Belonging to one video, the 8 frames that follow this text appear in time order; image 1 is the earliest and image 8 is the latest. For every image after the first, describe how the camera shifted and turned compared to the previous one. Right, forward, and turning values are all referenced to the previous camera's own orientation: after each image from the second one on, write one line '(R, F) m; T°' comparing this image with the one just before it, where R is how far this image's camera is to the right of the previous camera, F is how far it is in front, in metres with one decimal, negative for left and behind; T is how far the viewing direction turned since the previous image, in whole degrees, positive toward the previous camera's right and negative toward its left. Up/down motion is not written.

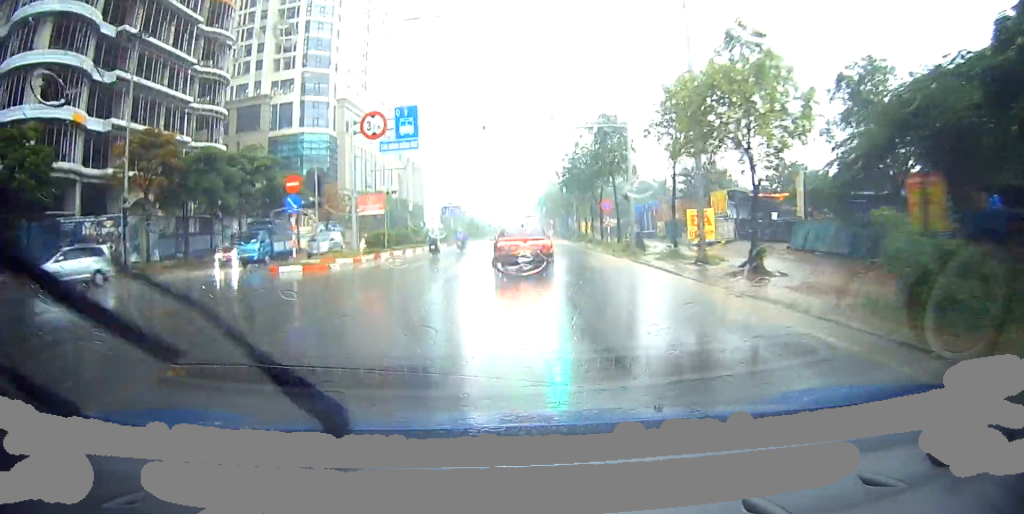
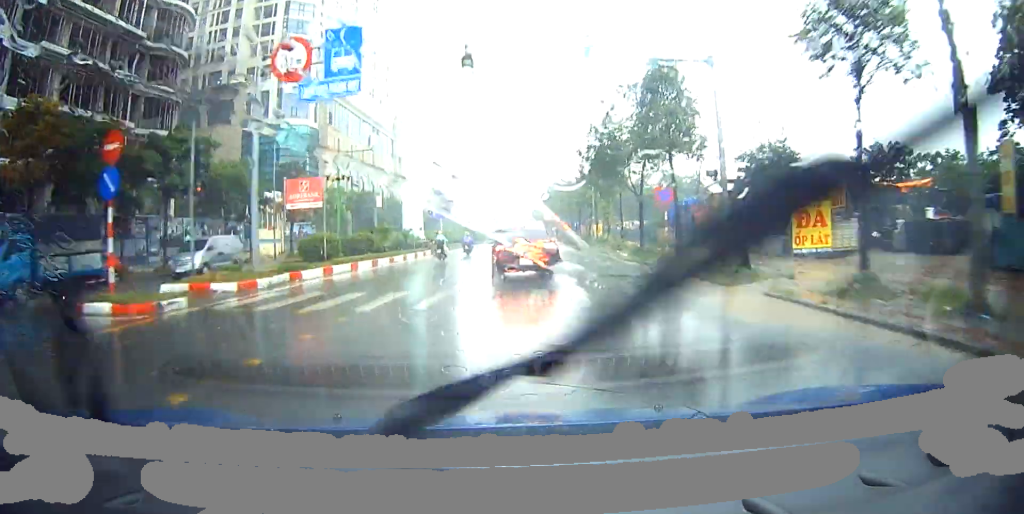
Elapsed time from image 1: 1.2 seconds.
(-0.1, +11.0) m; -4°
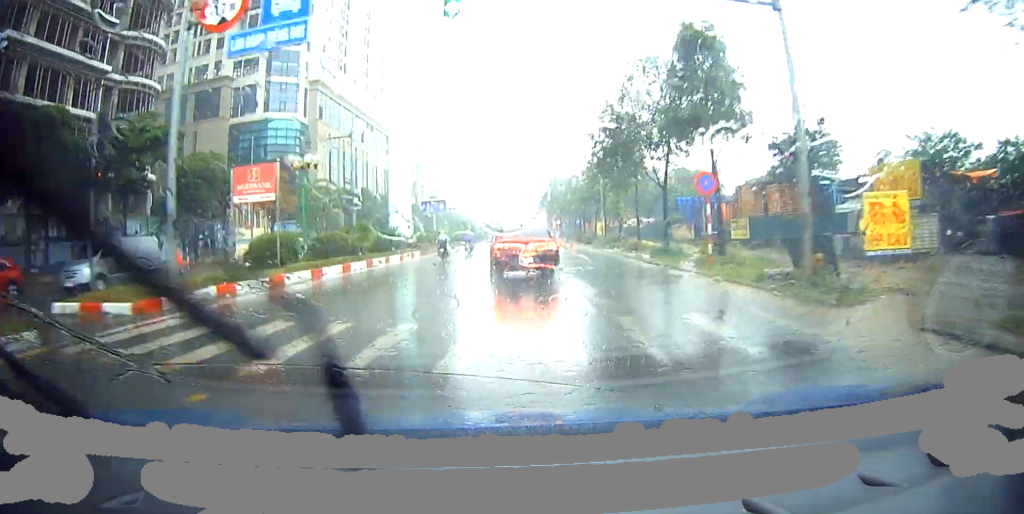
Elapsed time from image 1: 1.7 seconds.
(-0.1, +5.0) m; -2°
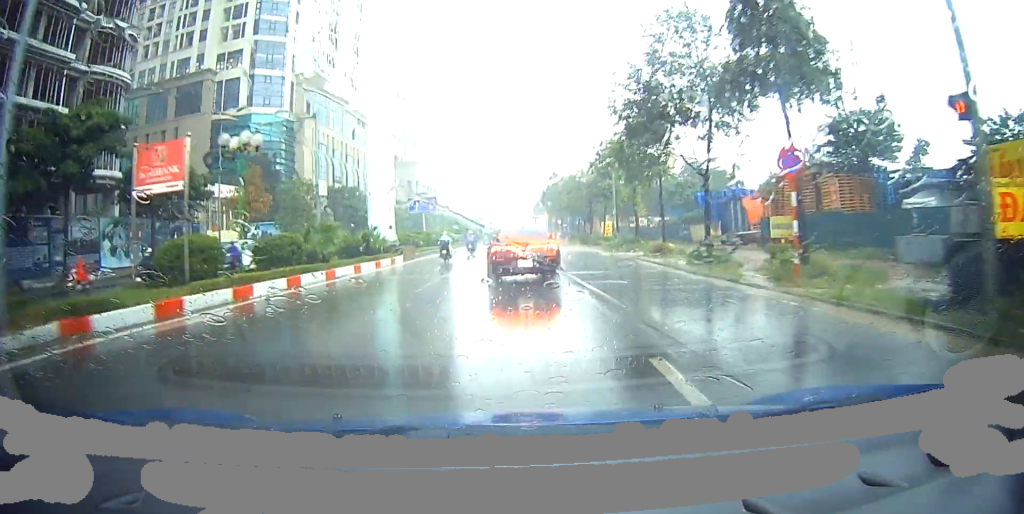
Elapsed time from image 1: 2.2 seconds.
(-0.1, +5.1) m; -1°
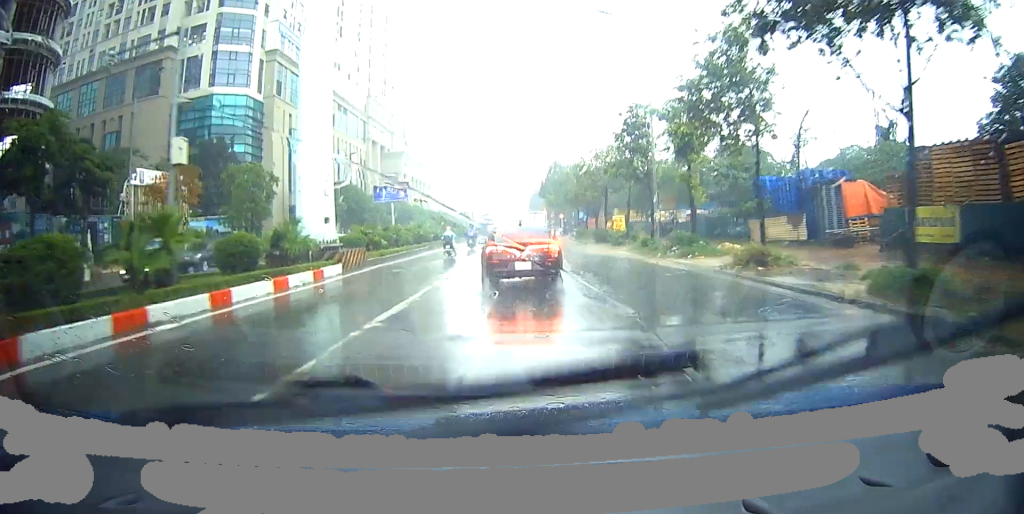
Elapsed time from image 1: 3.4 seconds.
(-0.1, +11.6) m; 0°
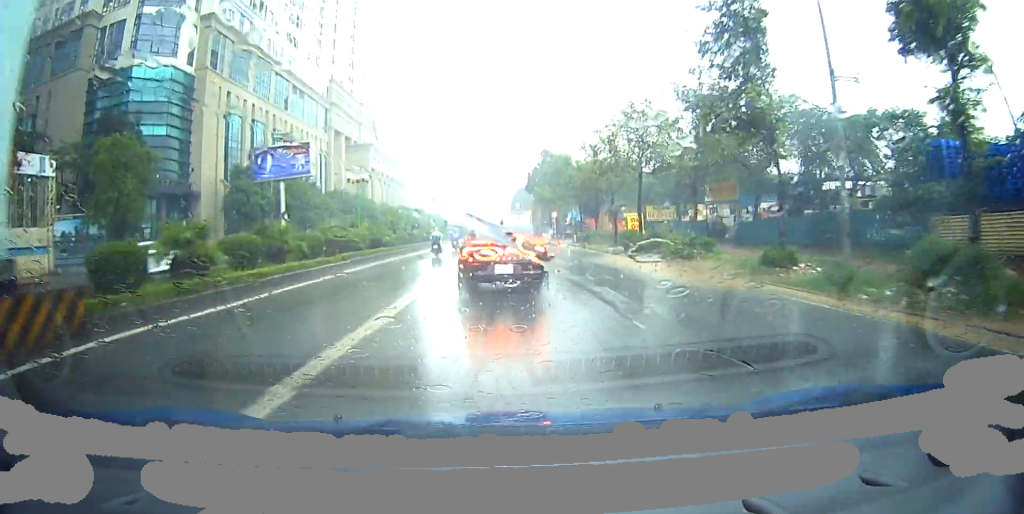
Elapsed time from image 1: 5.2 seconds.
(0.0, +18.1) m; 0°
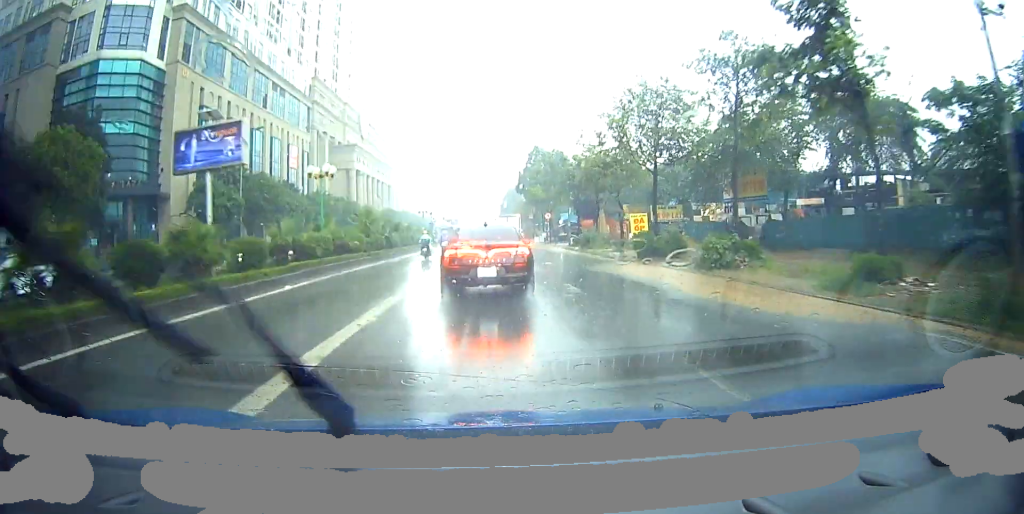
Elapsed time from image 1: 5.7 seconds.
(0.0, +5.3) m; 0°
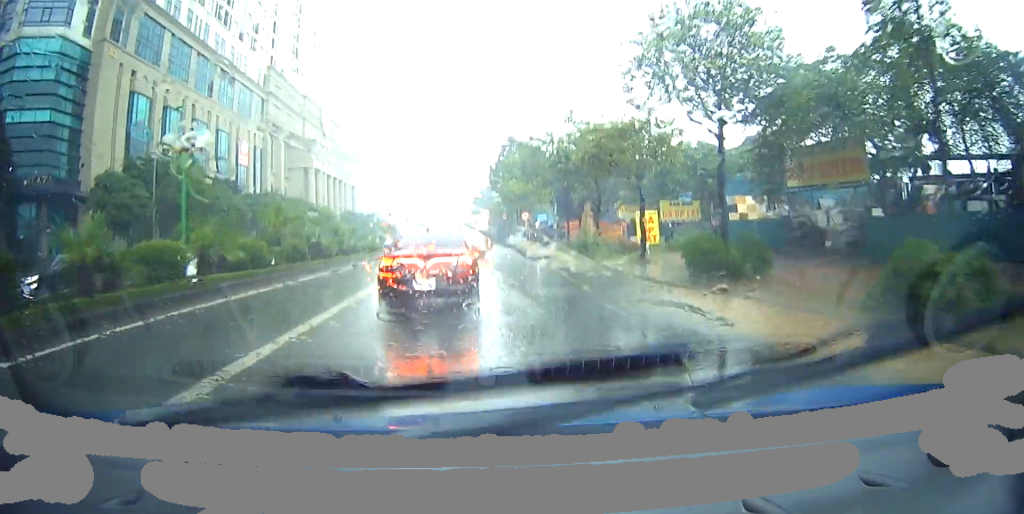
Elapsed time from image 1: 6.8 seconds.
(-0.1, +10.4) m; -1°
